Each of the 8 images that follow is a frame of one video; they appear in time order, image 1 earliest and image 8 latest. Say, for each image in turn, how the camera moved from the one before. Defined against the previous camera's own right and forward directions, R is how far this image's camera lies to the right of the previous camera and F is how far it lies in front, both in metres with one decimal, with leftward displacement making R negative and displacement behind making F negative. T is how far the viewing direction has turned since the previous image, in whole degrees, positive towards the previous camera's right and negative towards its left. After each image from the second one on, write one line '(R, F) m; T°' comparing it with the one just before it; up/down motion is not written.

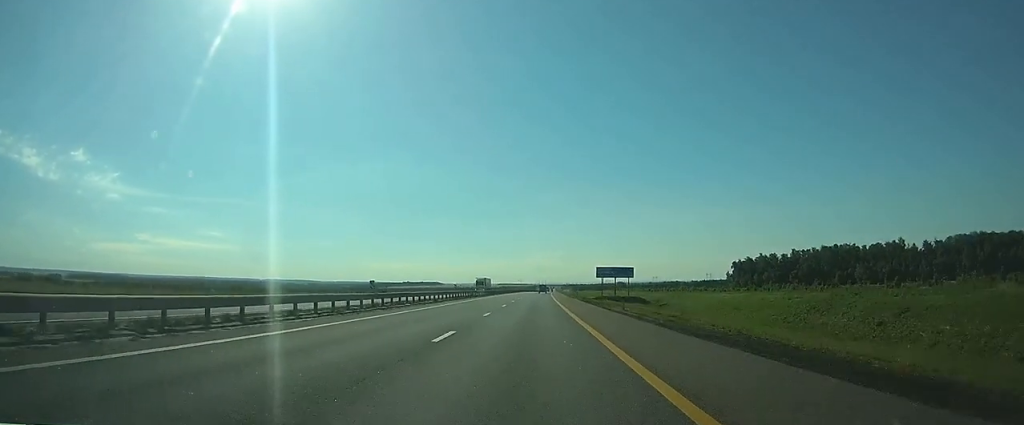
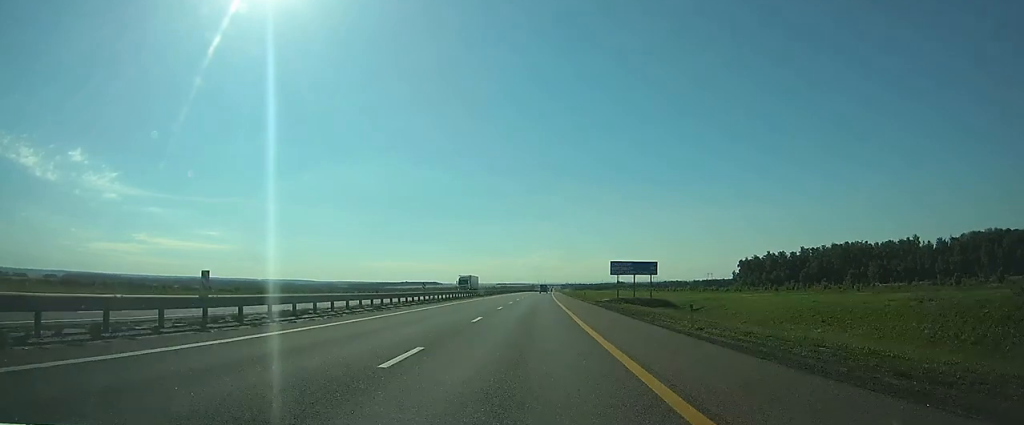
(0.0, +13.4) m; 0°
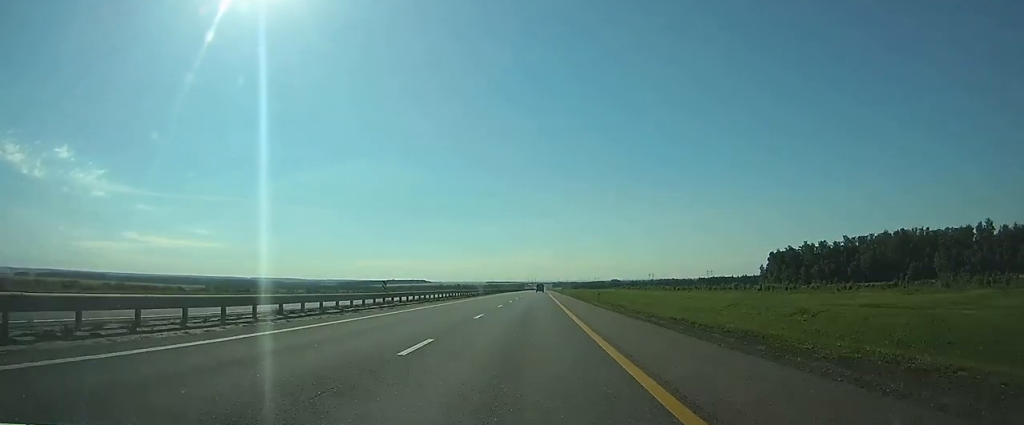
(-0.1, +66.0) m; 0°
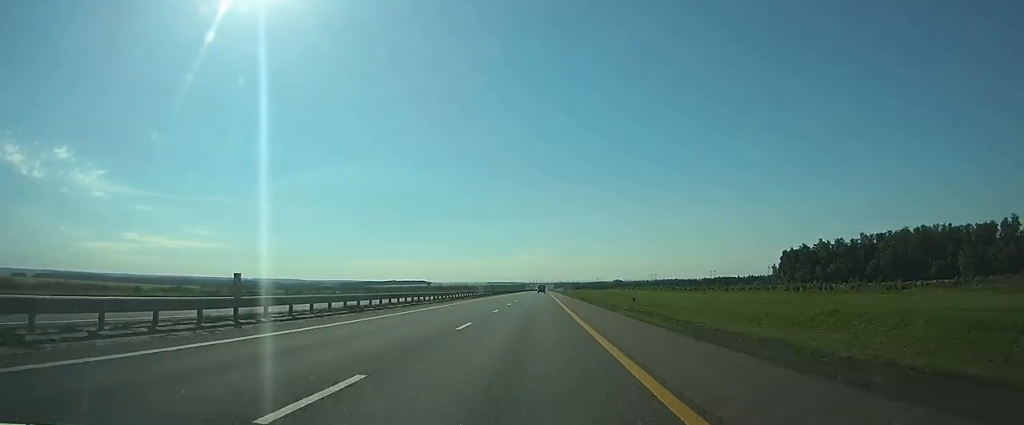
(0.0, +16.9) m; 0°
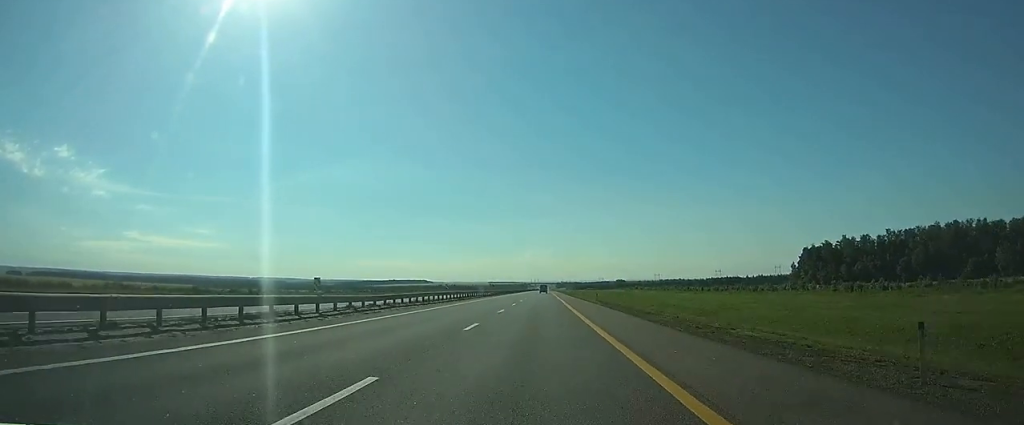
(+0.1, +23.8) m; 0°
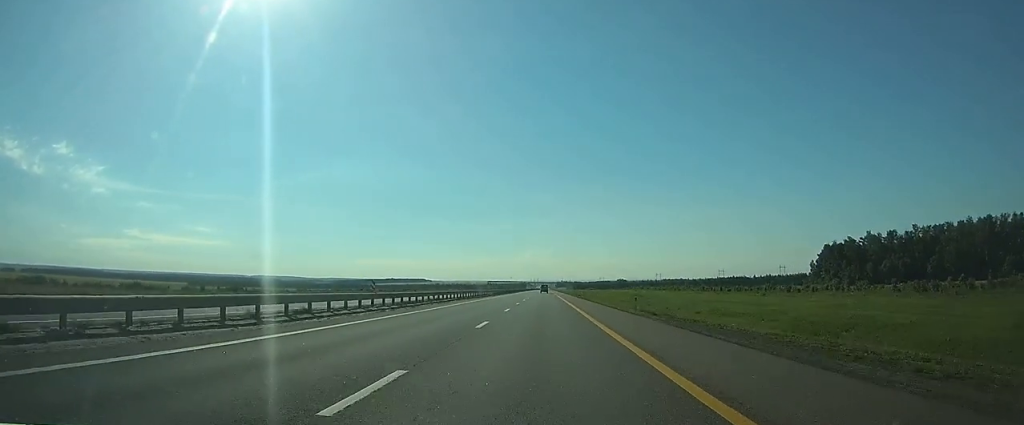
(+0.1, +22.9) m; 0°
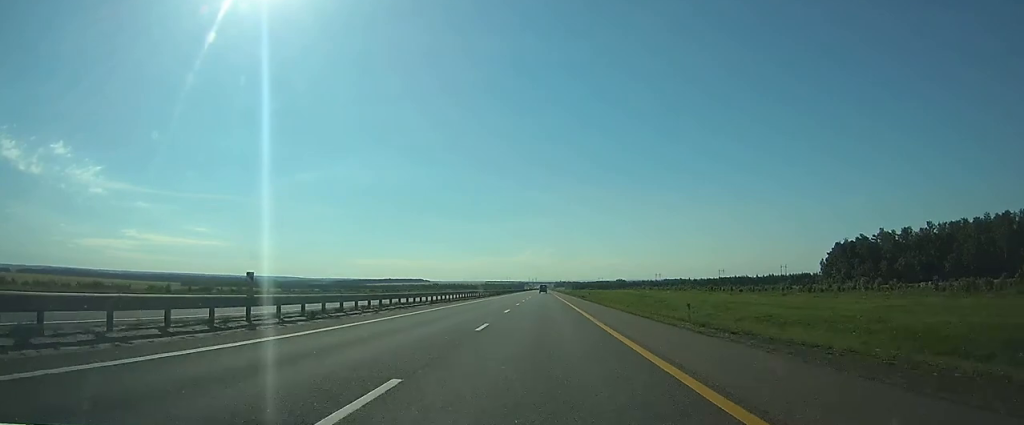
(0.0, +12.5) m; 0°
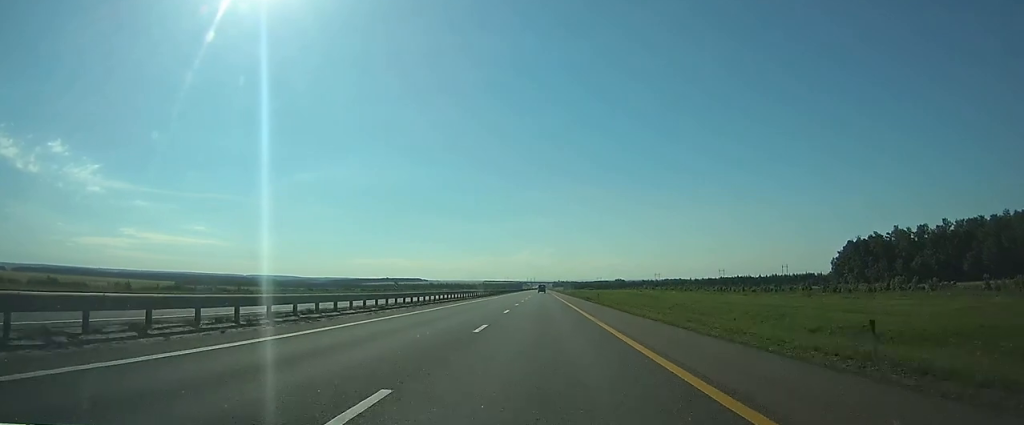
(0.0, +12.5) m; 0°
